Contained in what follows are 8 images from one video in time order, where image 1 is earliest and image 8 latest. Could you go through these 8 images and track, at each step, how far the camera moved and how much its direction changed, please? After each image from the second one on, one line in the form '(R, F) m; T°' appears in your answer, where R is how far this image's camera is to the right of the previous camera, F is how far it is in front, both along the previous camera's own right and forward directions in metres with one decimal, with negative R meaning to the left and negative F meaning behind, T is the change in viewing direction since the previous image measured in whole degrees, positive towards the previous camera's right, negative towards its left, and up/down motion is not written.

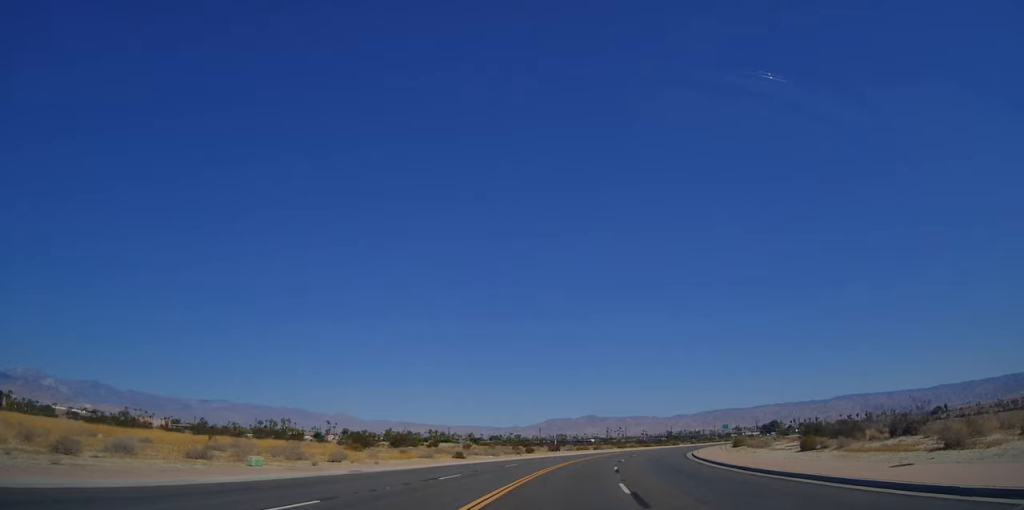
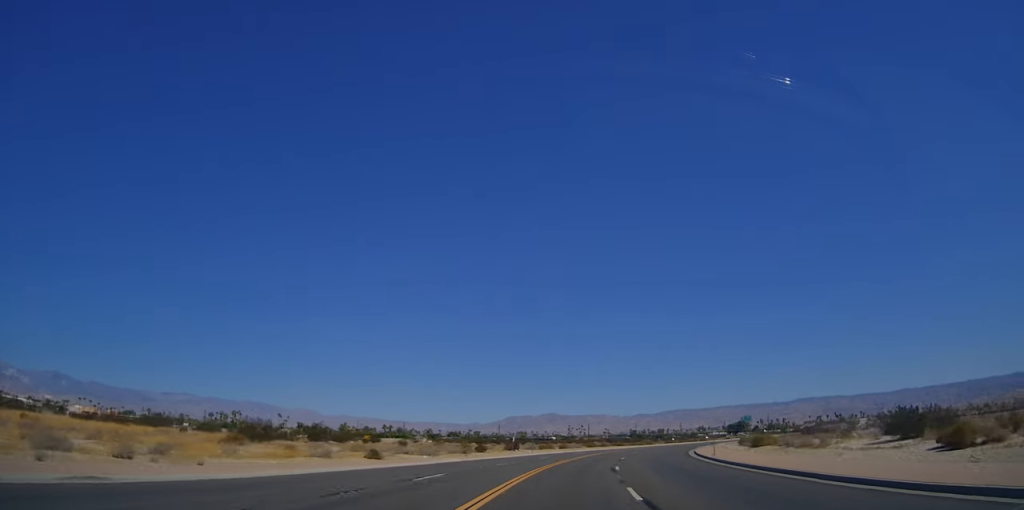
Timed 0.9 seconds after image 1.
(-0.1, +17.4) m; +3°
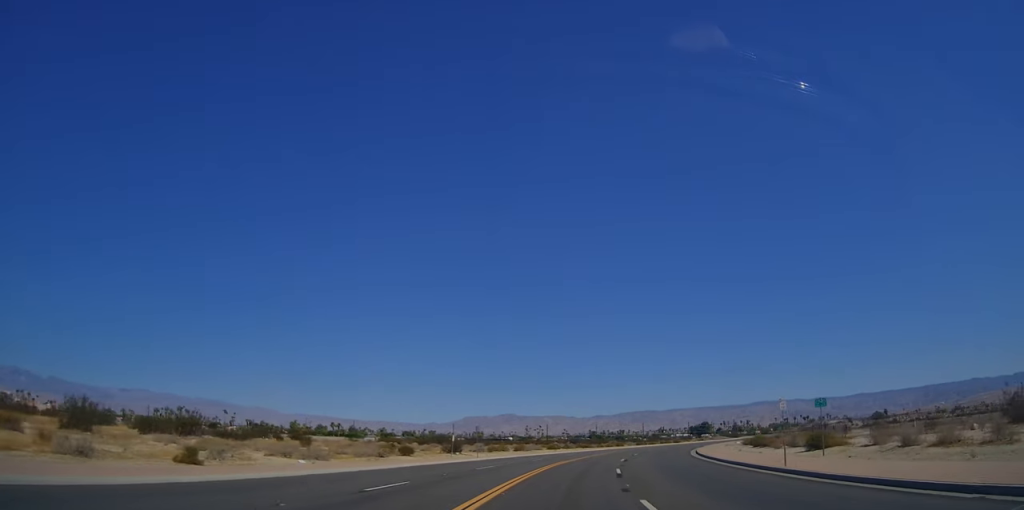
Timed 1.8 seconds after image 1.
(+1.1, +18.1) m; +7°
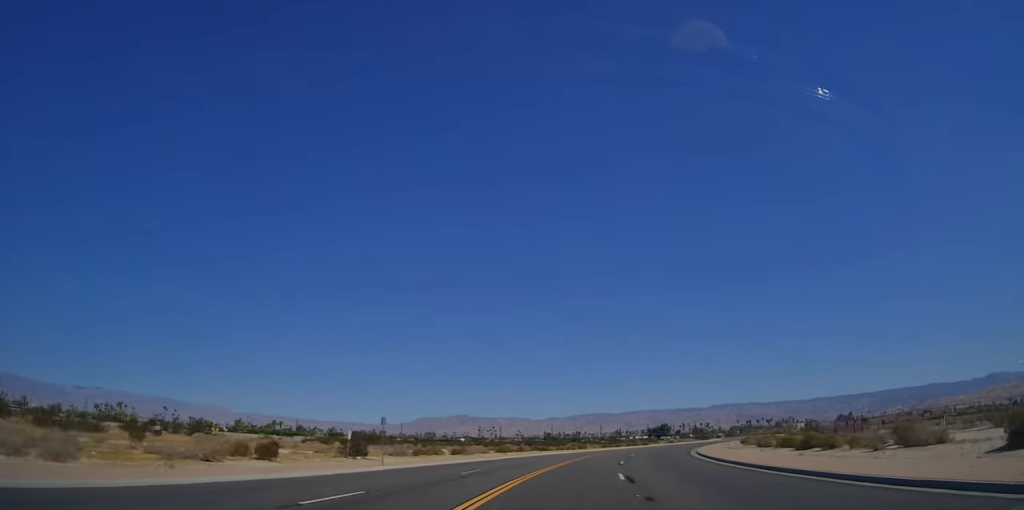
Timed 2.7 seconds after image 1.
(+1.2, +18.8) m; +4°
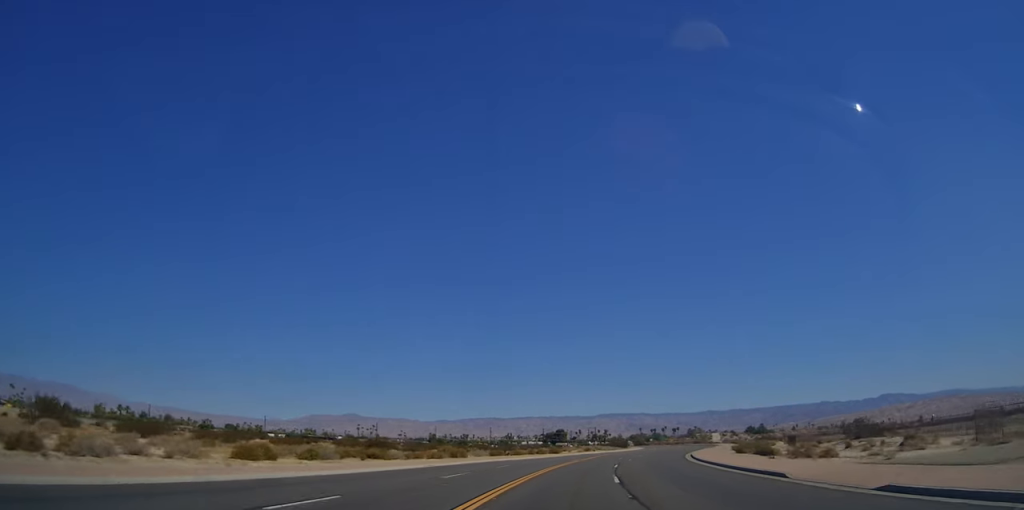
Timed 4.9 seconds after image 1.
(+0.6, +44.5) m; +7°
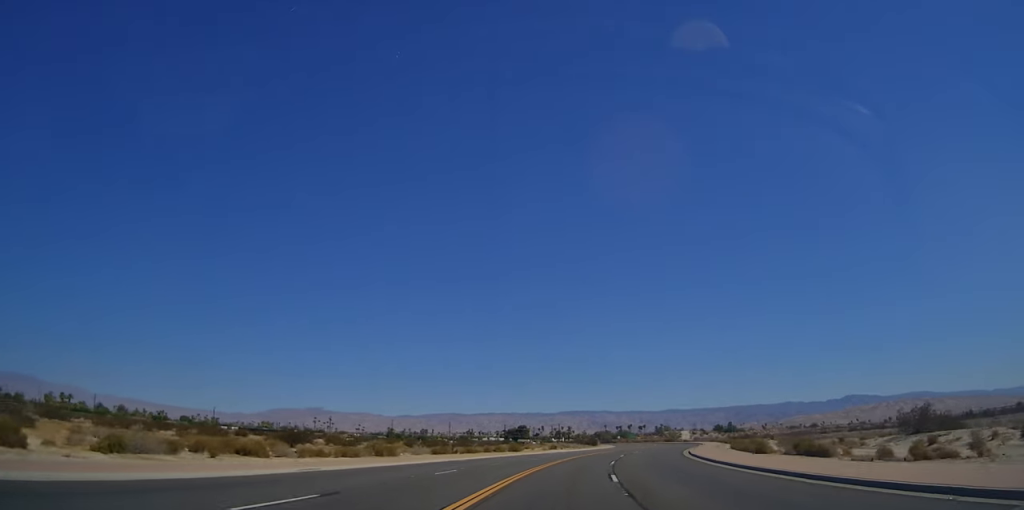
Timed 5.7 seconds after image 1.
(+1.5, +15.3) m; +6°
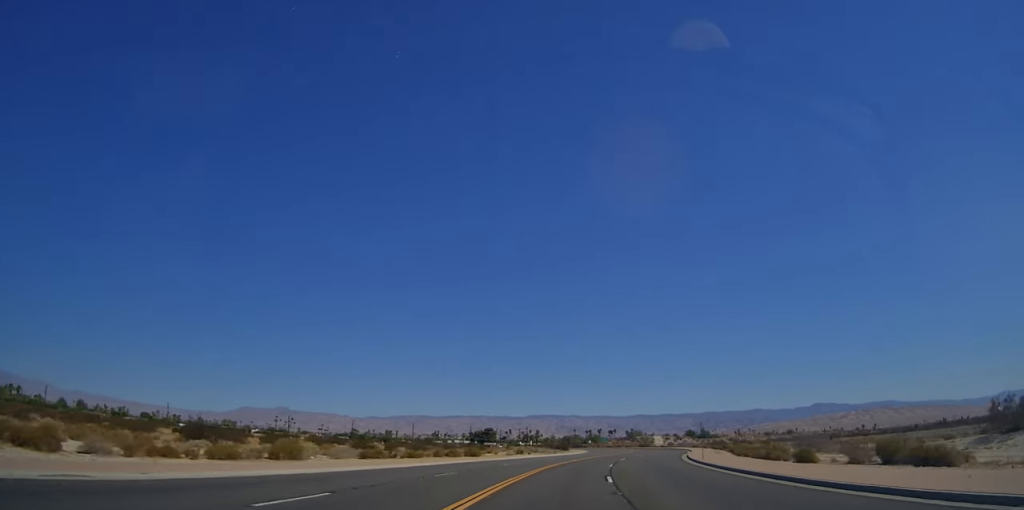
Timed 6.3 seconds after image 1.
(+0.6, +13.4) m; +4°
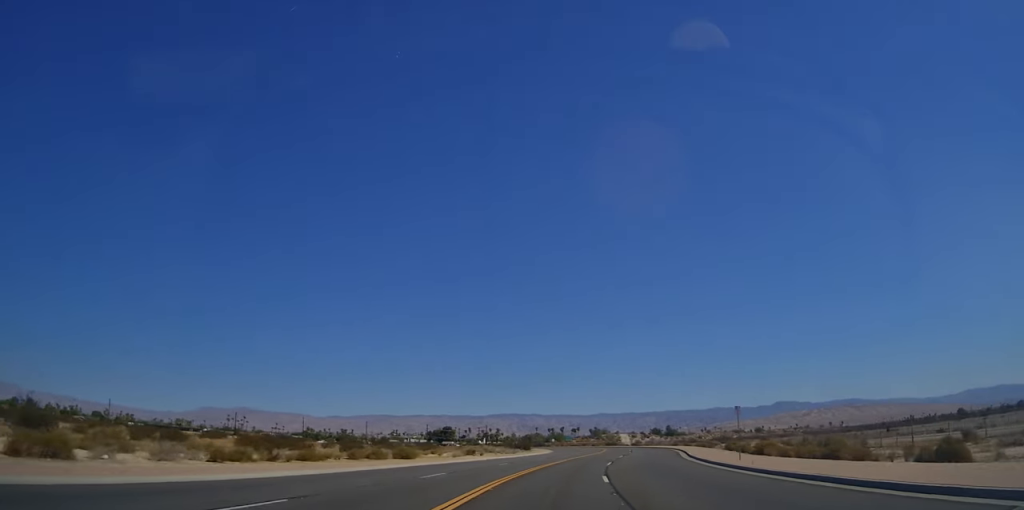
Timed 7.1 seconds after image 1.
(+0.5, +16.1) m; +4°
